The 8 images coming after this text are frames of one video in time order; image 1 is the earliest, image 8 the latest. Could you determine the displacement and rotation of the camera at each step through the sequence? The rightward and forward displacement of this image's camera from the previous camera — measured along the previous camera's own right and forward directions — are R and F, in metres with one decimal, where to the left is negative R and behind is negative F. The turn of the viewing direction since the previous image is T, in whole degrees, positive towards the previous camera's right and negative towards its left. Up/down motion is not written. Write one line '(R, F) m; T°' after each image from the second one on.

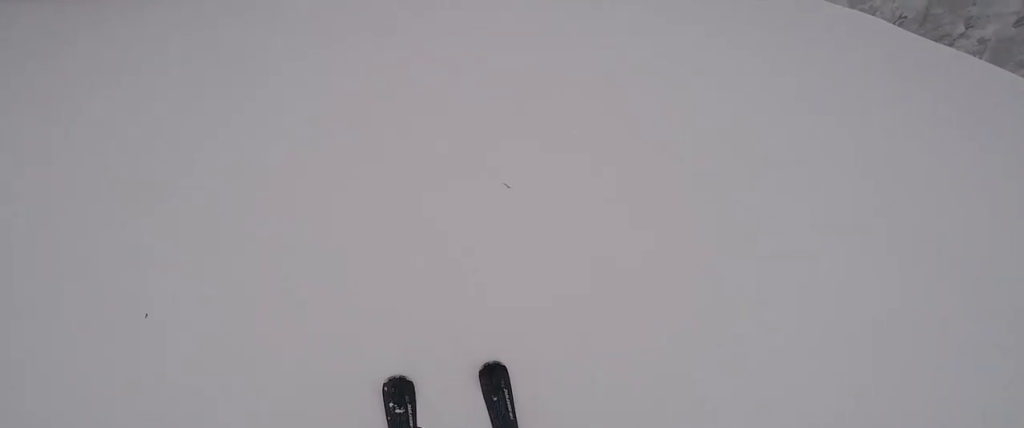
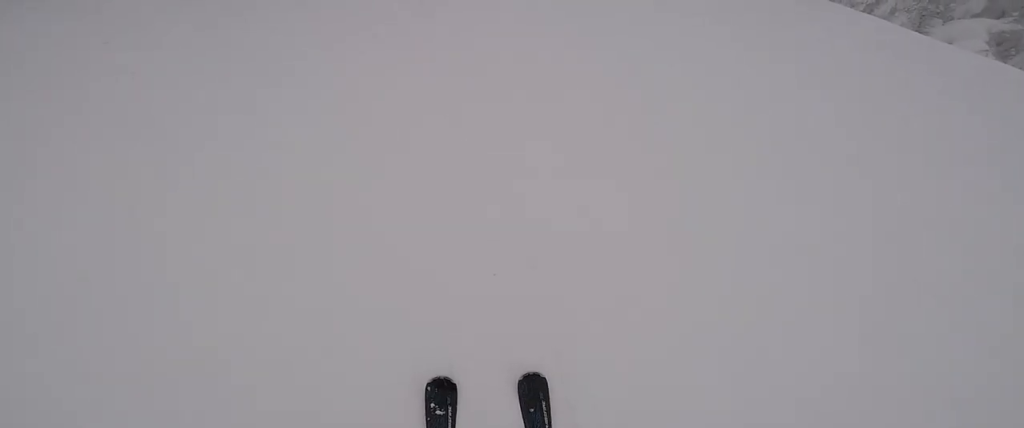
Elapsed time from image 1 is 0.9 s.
(+0.4, +2.1) m; -12°
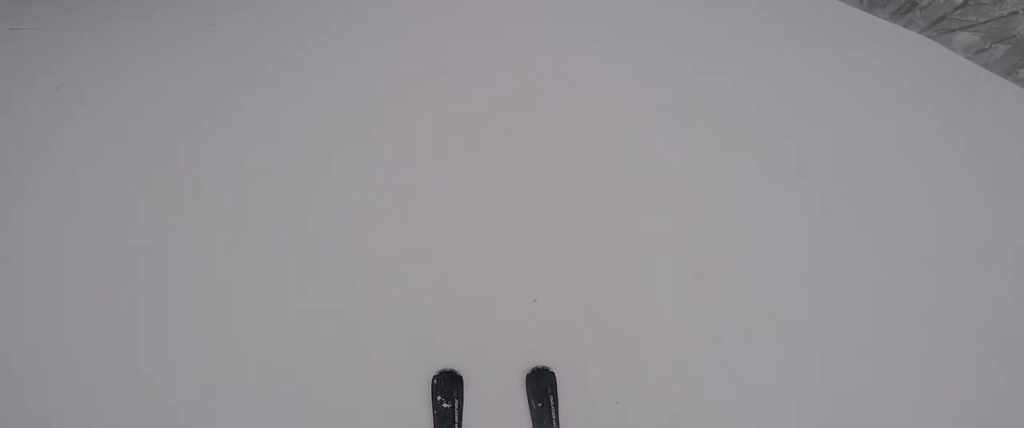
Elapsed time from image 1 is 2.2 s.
(-1.5, +2.9) m; -8°
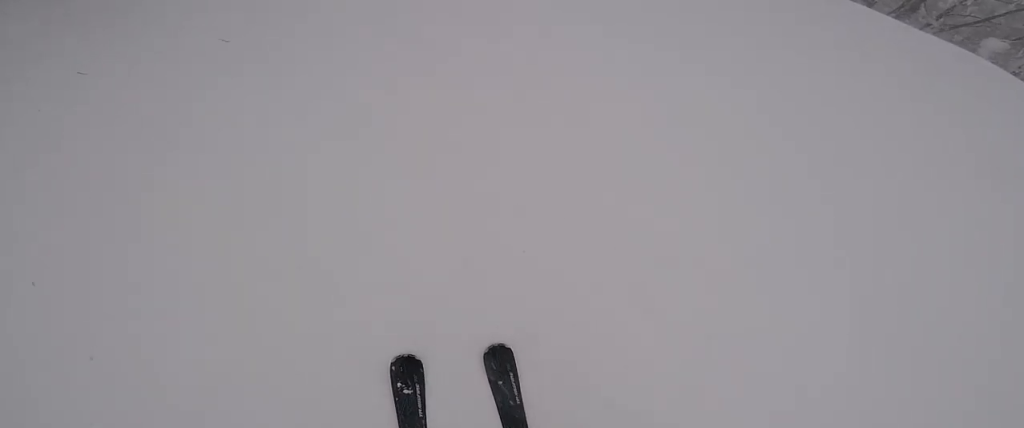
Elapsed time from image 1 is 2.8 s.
(+1.0, +1.3) m; +10°
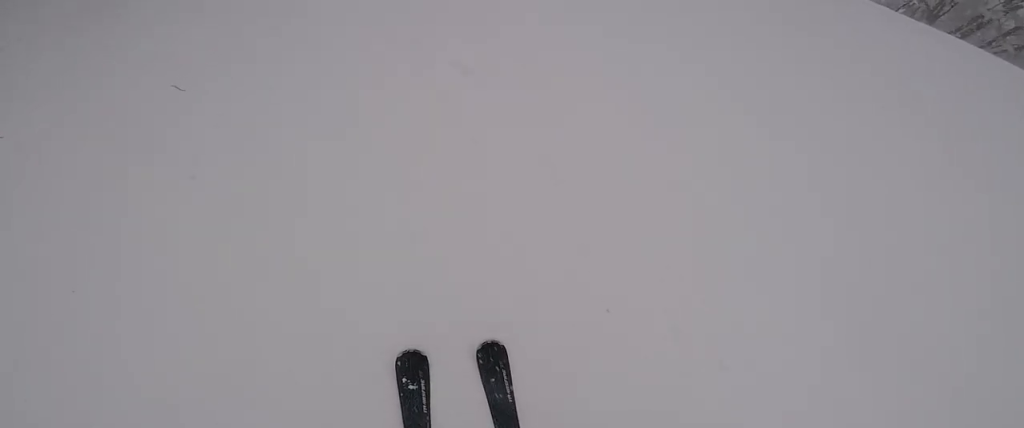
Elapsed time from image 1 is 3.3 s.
(+0.6, +1.1) m; +8°
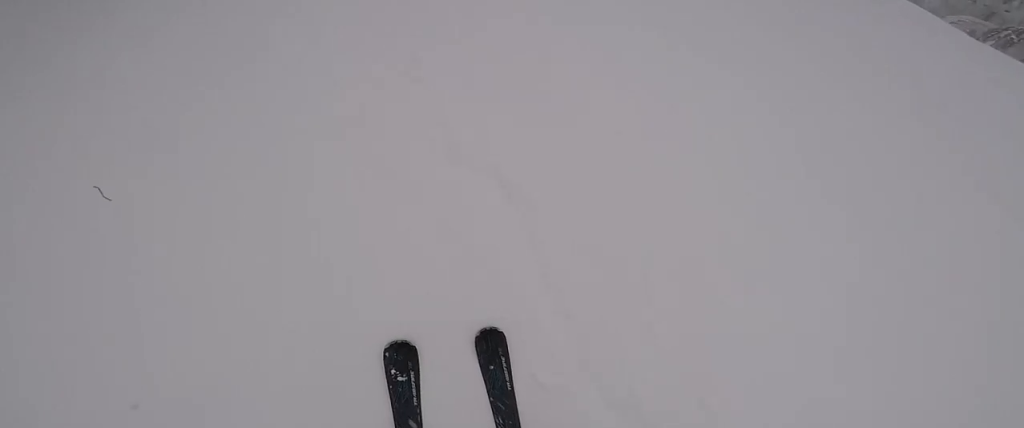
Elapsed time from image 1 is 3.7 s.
(-0.5, +1.3) m; -9°
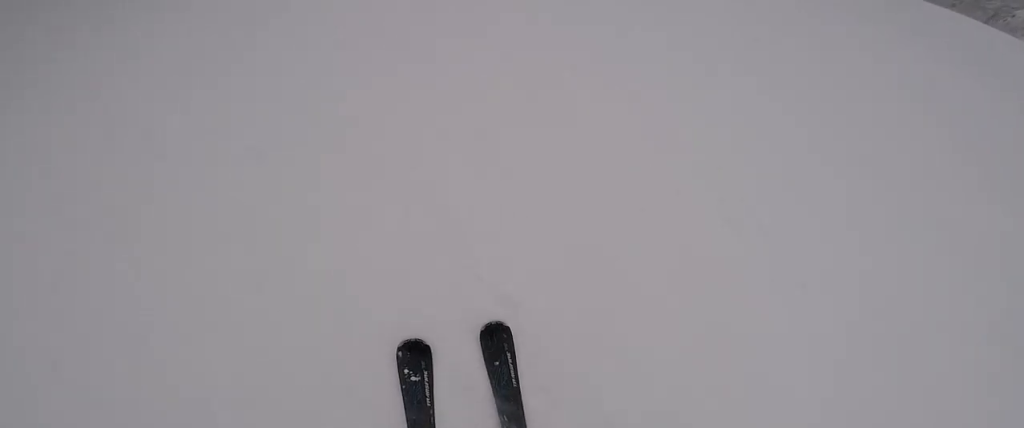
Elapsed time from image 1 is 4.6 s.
(-0.5, +2.6) m; -14°
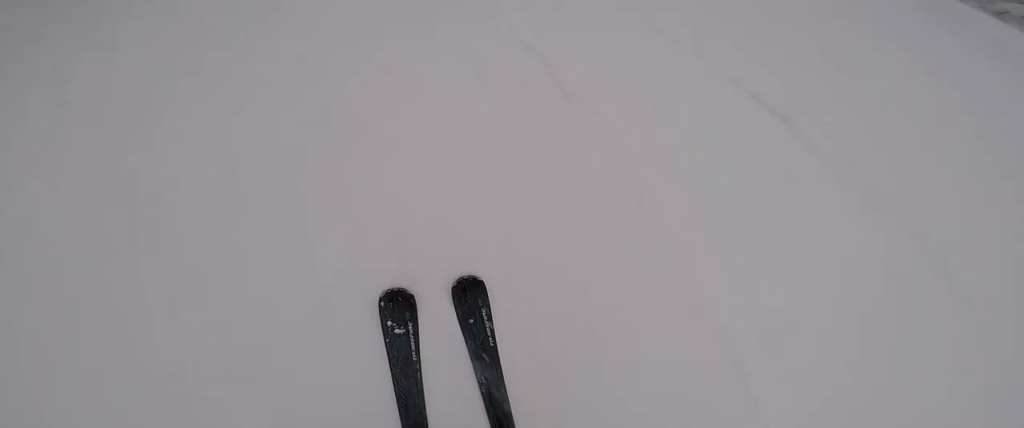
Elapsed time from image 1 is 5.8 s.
(-0.3, +3.2) m; -14°
